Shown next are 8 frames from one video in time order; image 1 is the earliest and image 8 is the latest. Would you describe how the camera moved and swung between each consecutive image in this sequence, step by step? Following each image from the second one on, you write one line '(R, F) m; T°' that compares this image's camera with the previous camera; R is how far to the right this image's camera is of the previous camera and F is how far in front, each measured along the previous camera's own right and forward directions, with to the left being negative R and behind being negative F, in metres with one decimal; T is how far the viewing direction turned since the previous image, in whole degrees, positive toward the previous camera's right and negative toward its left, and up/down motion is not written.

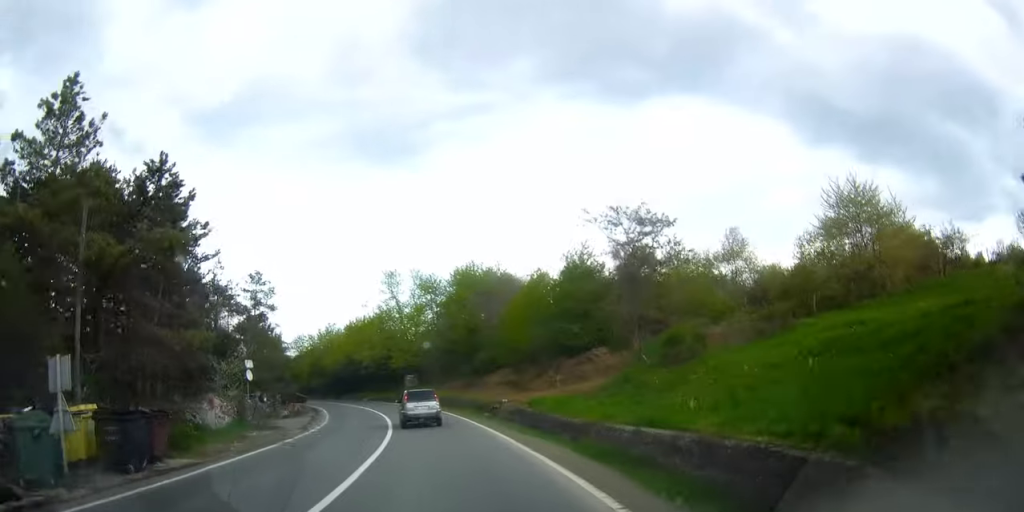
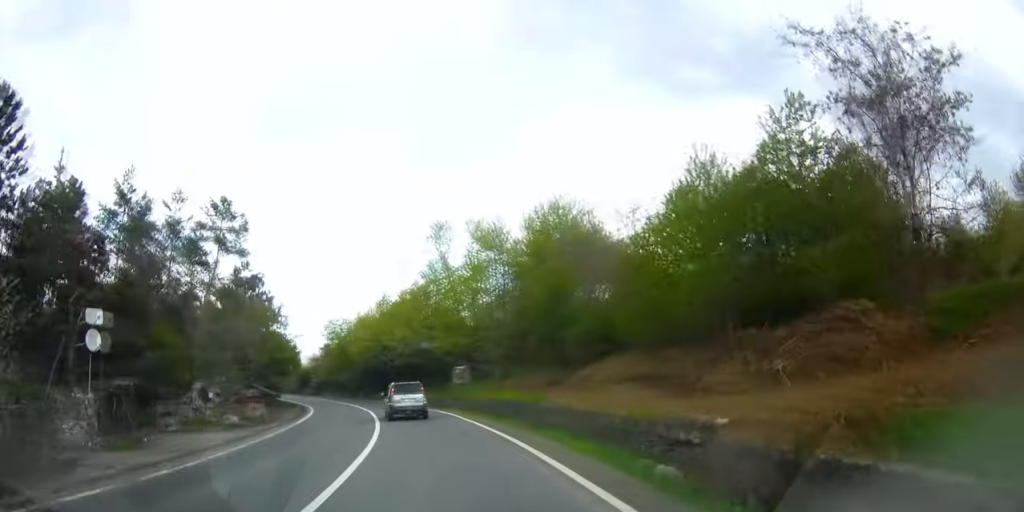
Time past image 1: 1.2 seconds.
(-1.3, +22.0) m; -8°
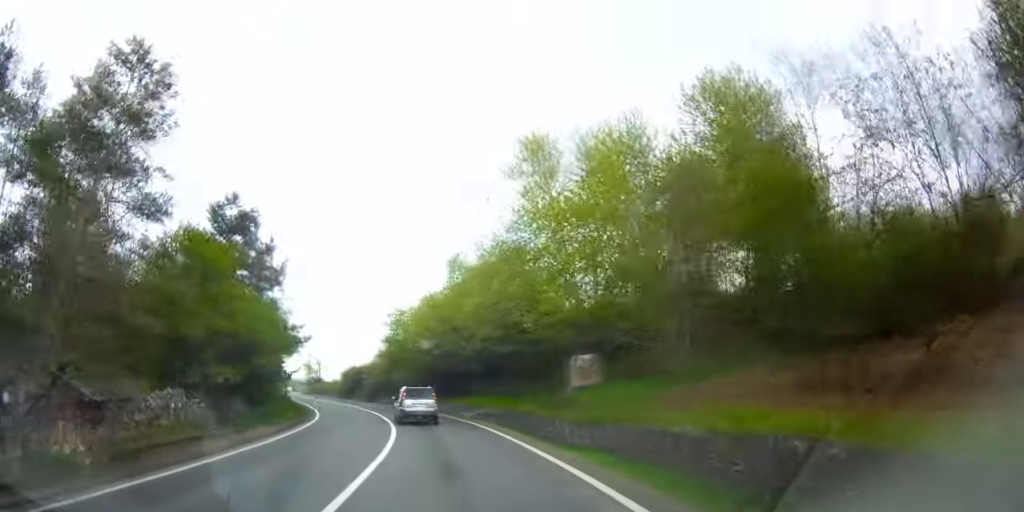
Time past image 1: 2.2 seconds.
(-1.6, +20.8) m; -12°
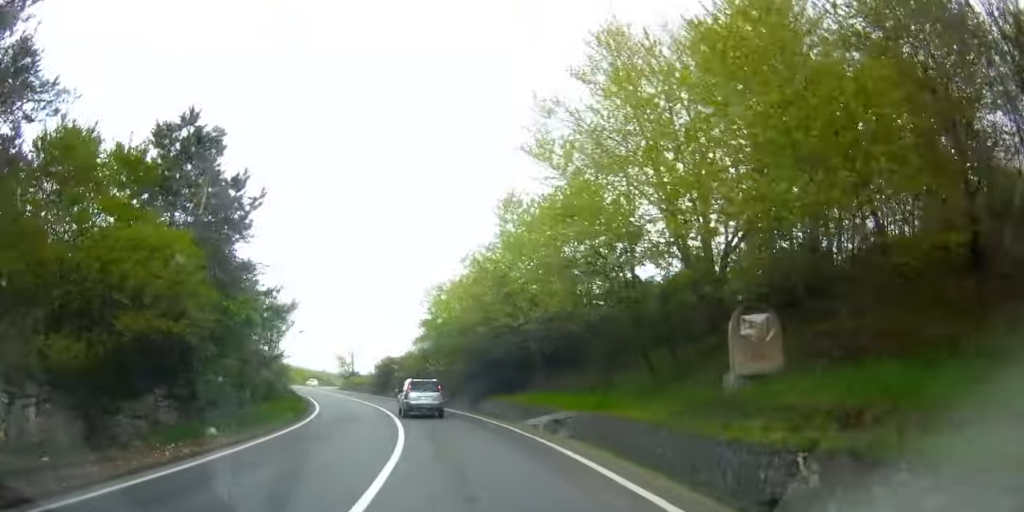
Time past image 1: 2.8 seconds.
(-0.8, +11.6) m; -6°
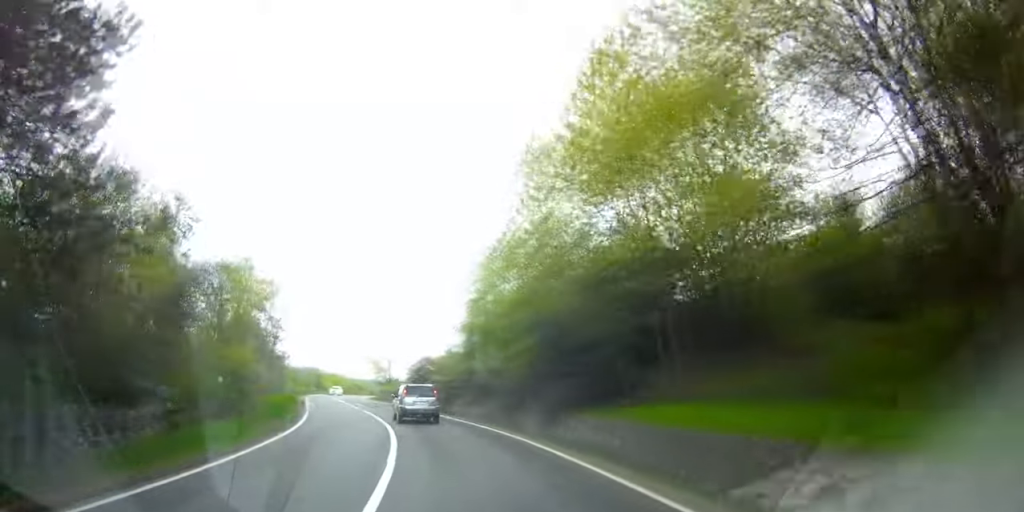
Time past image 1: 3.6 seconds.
(-1.1, +14.0) m; -6°
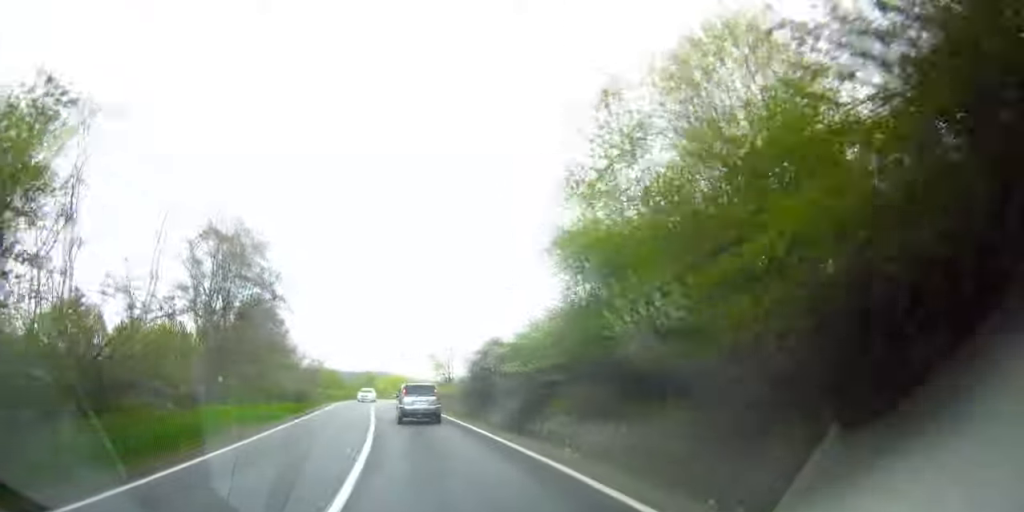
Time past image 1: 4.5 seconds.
(-0.2, +18.0) m; -4°
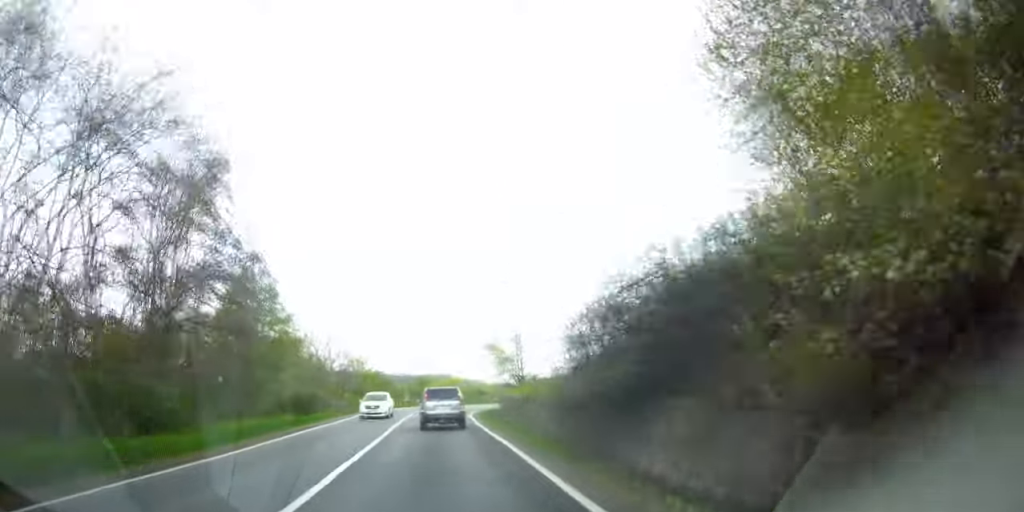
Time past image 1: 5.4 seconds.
(-0.8, +17.4) m; -7°
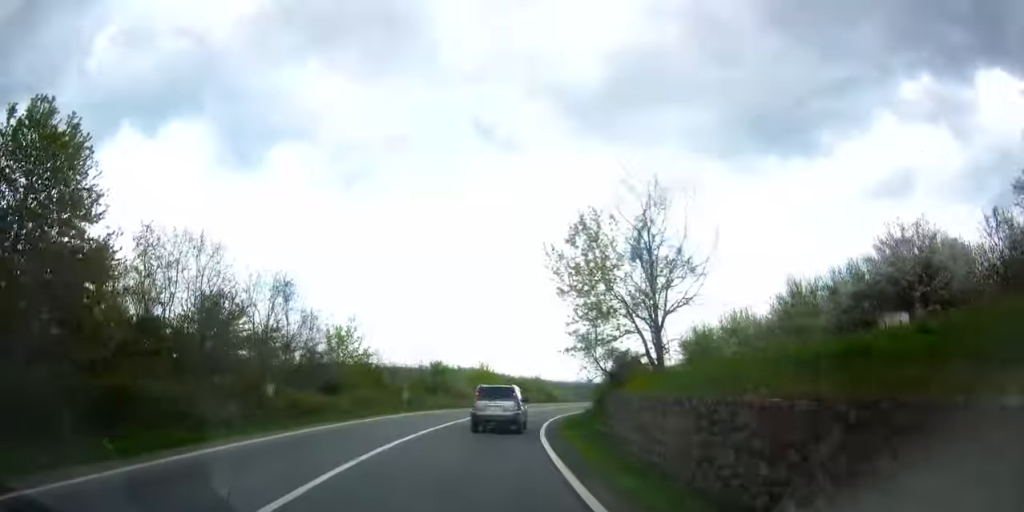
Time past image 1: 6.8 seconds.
(-3.1, +29.3) m; -8°
